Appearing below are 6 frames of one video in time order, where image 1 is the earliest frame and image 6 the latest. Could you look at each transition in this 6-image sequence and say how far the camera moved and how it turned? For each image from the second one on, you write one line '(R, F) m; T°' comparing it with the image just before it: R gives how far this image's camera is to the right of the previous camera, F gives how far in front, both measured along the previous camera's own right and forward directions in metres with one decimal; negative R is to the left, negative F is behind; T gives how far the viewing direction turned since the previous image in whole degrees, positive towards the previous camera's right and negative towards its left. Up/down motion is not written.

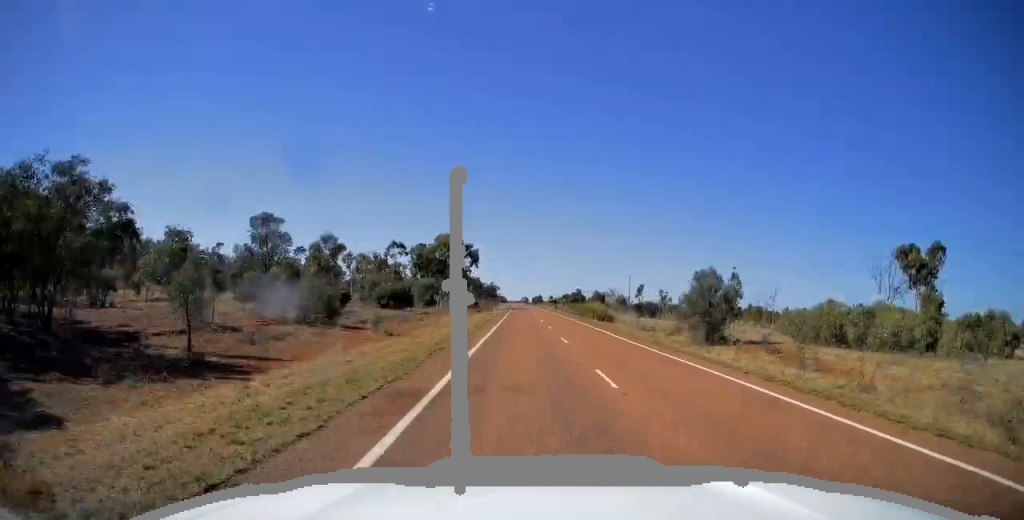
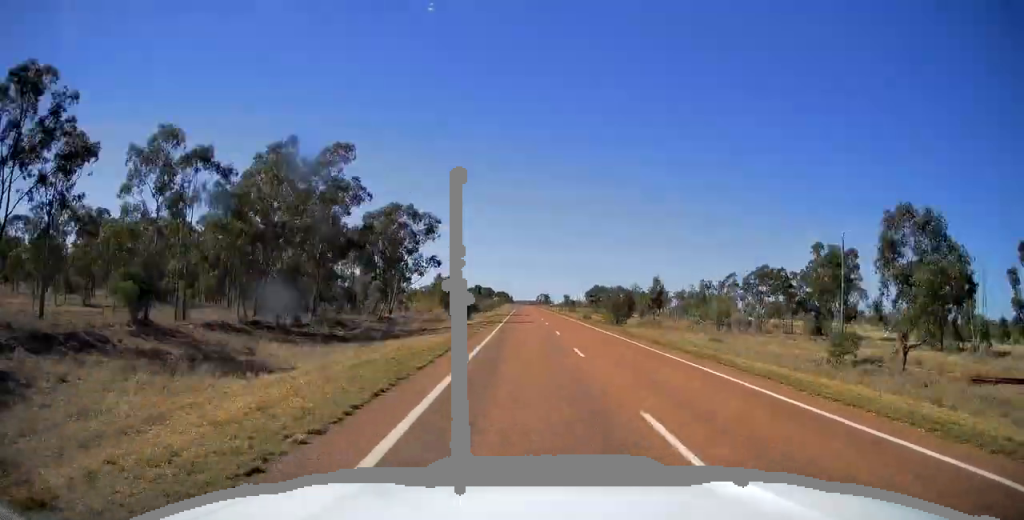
(-2.3, +370.3) m; 0°
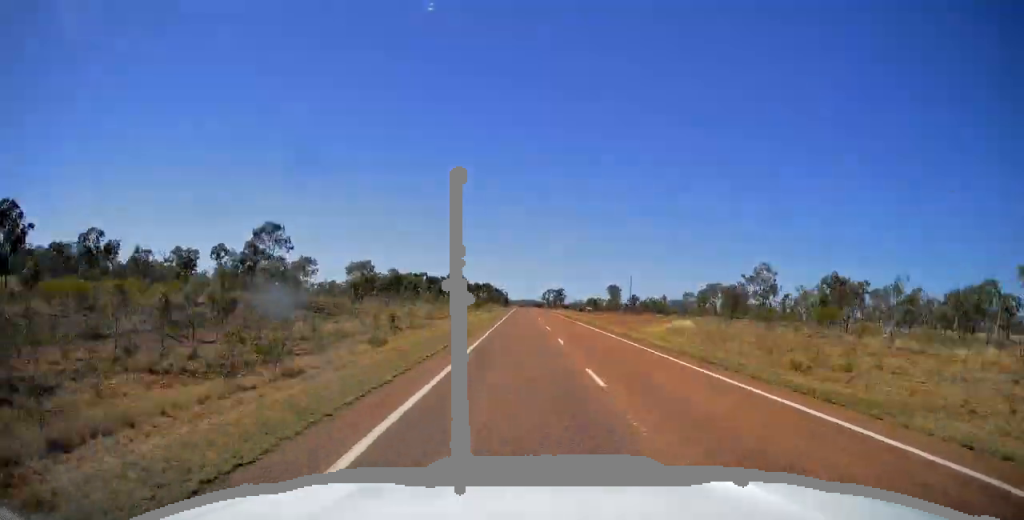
(0.0, +169.5) m; 0°
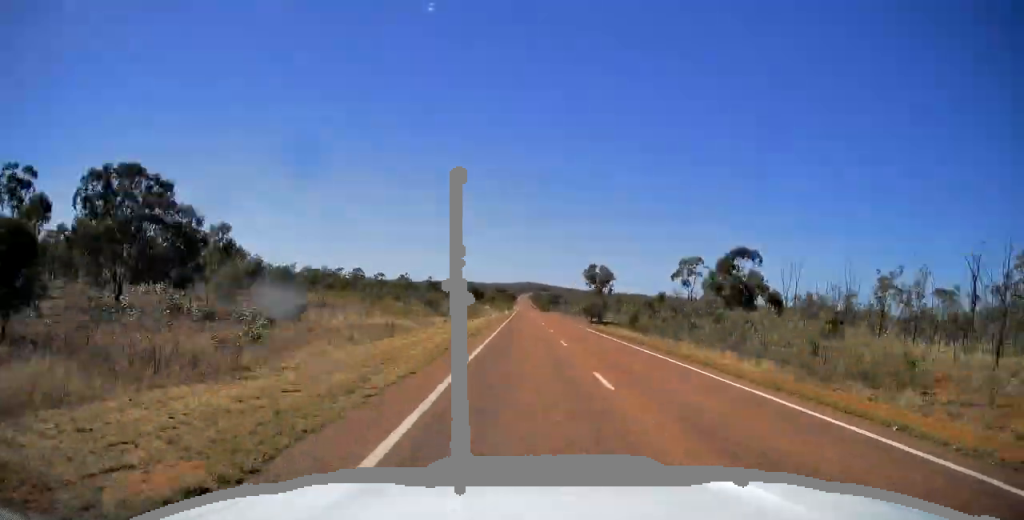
(-0.3, +575.1) m; 0°
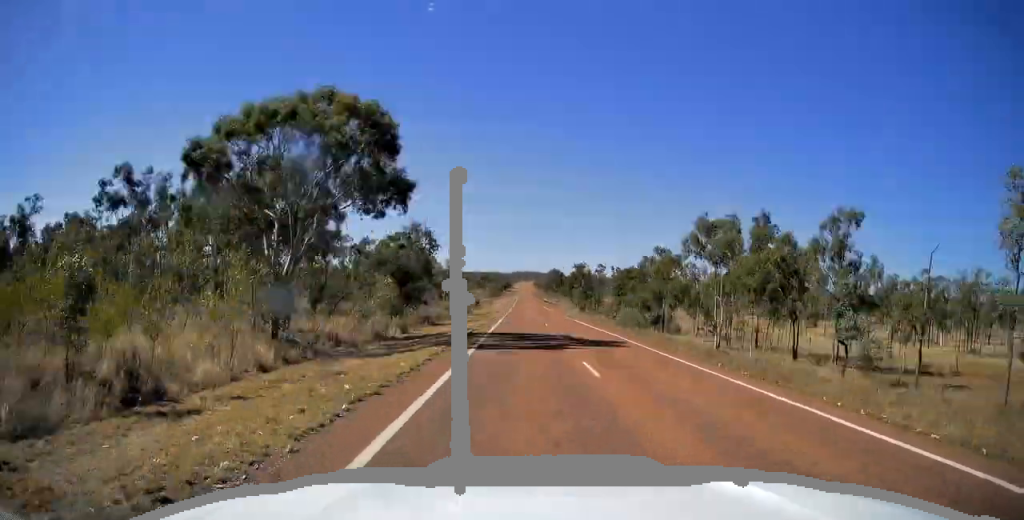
(-6.9, +352.1) m; -4°
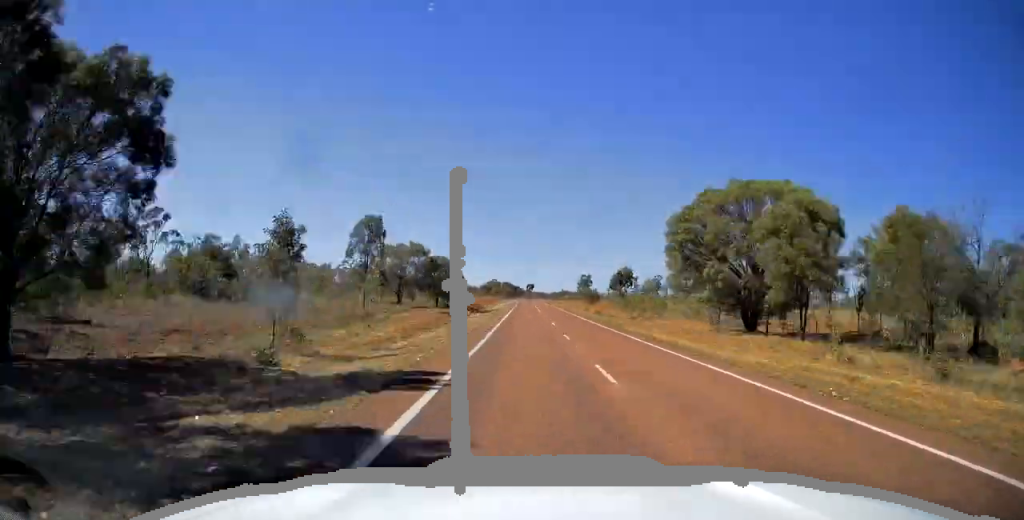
(+19.6, +384.9) m; +8°
